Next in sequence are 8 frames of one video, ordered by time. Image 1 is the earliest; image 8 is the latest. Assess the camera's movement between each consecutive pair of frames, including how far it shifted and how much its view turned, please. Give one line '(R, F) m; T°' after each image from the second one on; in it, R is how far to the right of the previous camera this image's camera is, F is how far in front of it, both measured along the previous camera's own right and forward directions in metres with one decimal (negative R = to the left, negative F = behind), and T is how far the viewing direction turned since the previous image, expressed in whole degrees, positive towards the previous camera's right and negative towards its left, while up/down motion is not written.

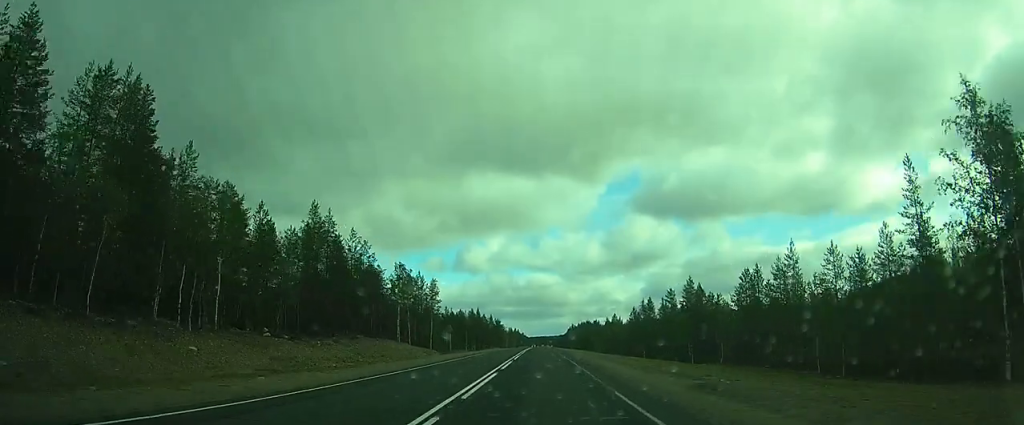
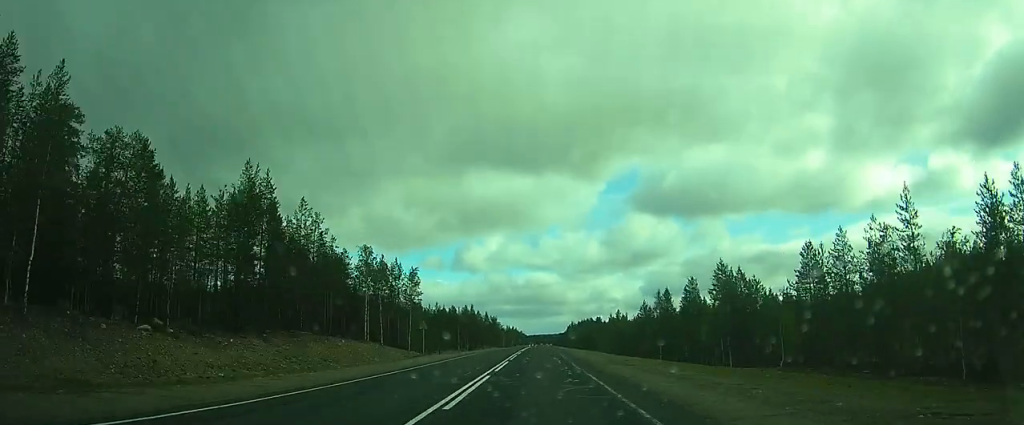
(0.0, +13.0) m; 0°
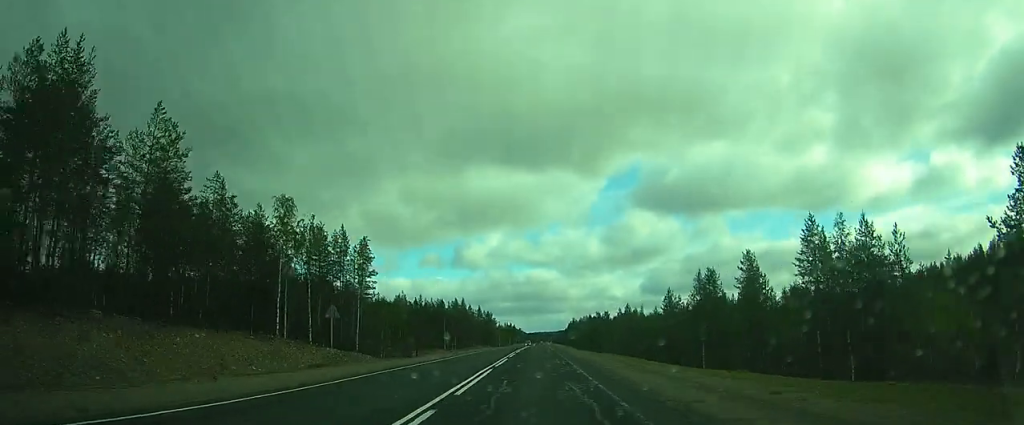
(0.0, +21.6) m; 0°
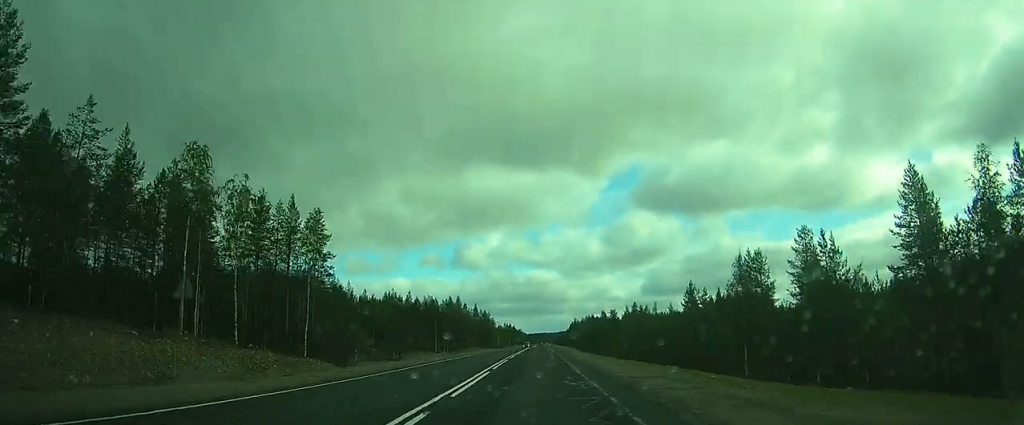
(0.0, +13.3) m; 0°
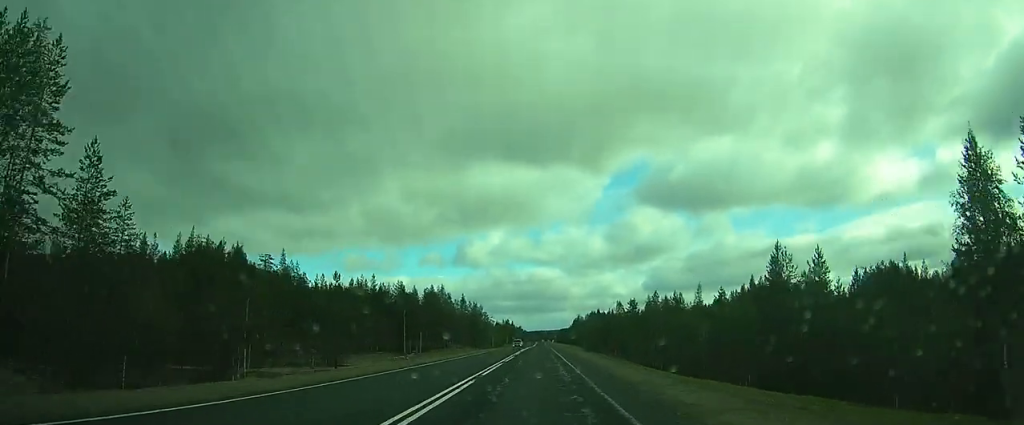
(0.0, +34.0) m; 0°
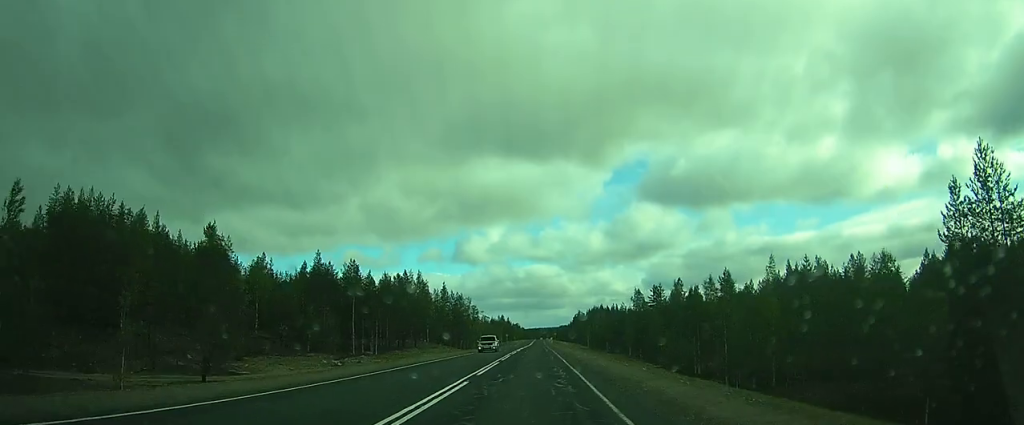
(0.0, +28.6) m; 0°
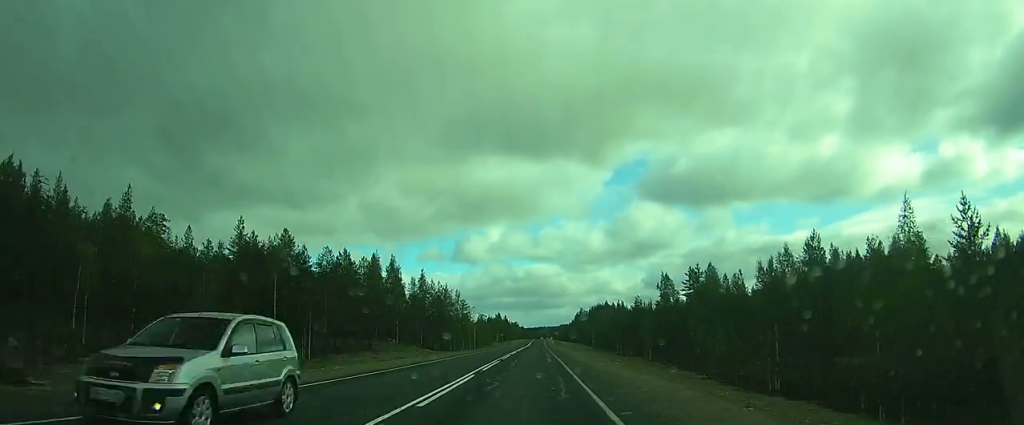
(0.0, +22.3) m; 0°
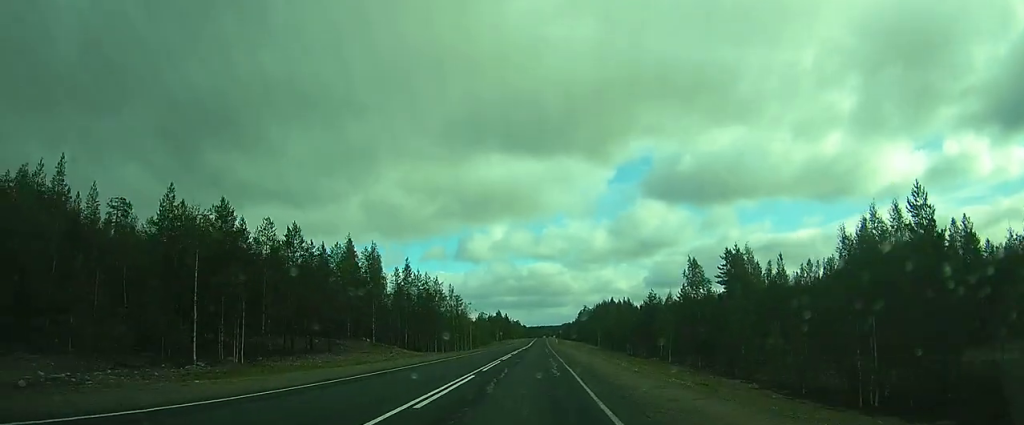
(+0.1, +12.4) m; 0°
